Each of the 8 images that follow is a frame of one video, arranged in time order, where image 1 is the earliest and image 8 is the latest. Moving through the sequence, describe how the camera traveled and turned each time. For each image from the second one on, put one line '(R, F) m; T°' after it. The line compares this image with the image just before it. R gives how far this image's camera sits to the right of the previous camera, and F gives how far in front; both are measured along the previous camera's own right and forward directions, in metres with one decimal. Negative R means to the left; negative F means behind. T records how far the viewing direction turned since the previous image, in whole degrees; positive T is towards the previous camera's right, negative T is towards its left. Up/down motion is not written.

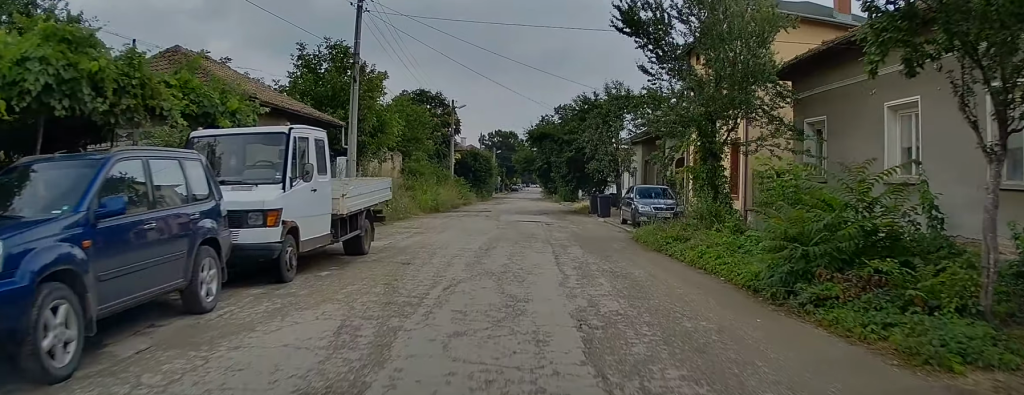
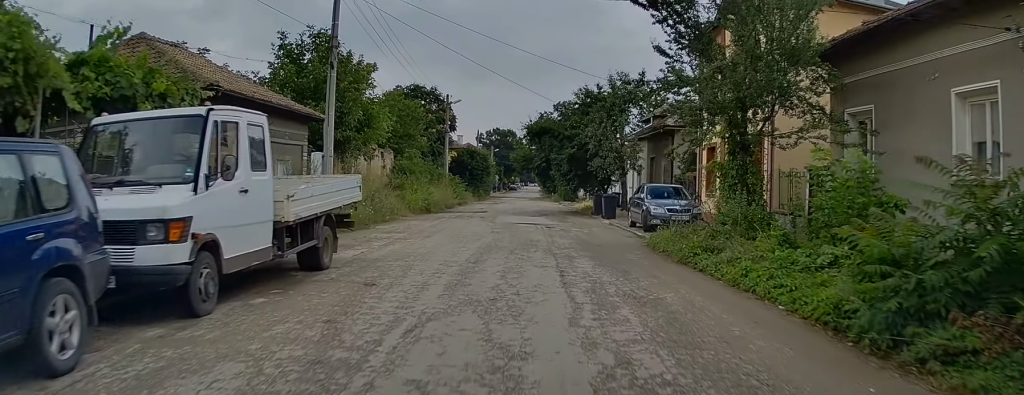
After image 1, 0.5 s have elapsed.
(0.0, +2.5) m; 0°
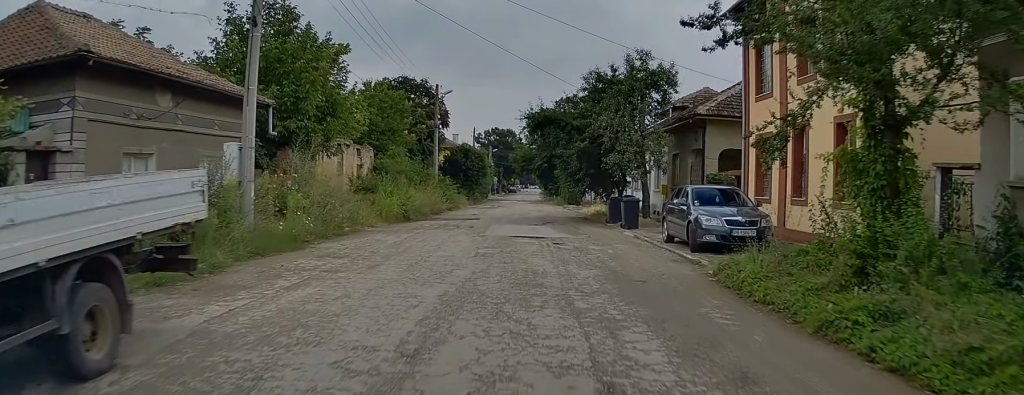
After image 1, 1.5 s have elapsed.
(+0.1, +5.9) m; -2°
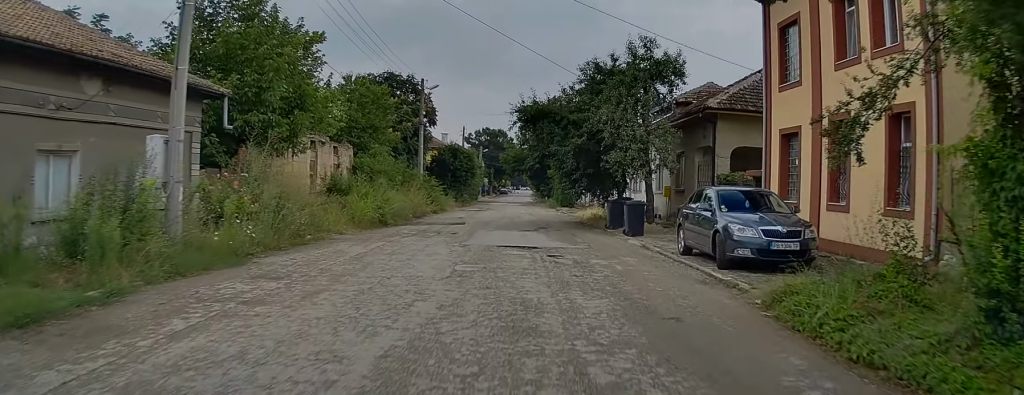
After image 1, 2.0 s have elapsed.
(-0.1, +2.6) m; -2°
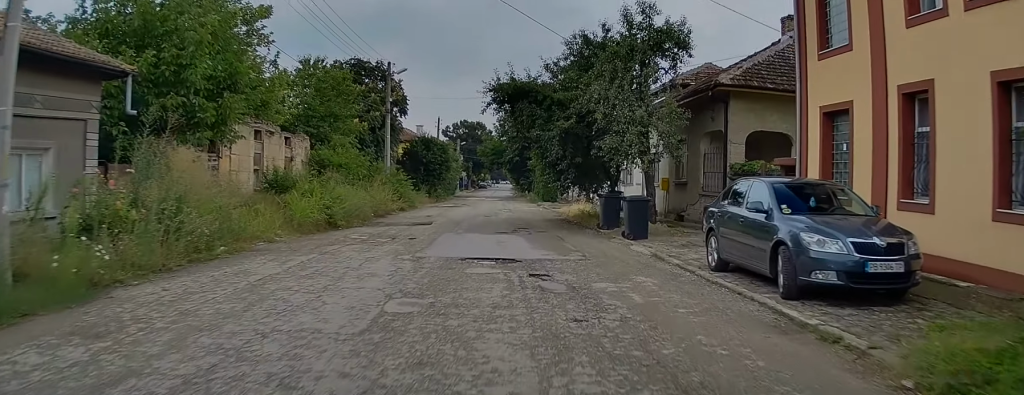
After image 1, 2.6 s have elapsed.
(-0.1, +3.8) m; -1°
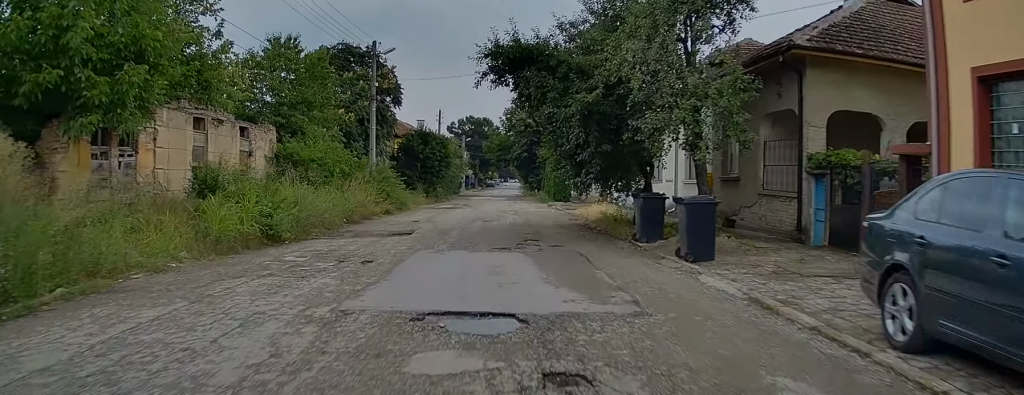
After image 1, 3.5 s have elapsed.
(0.0, +5.2) m; -1°
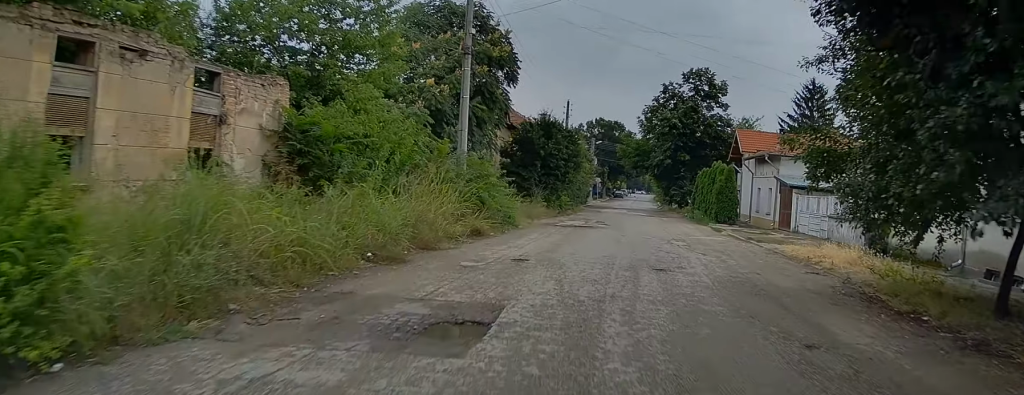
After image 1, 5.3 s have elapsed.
(-0.6, +11.6) m; -3°
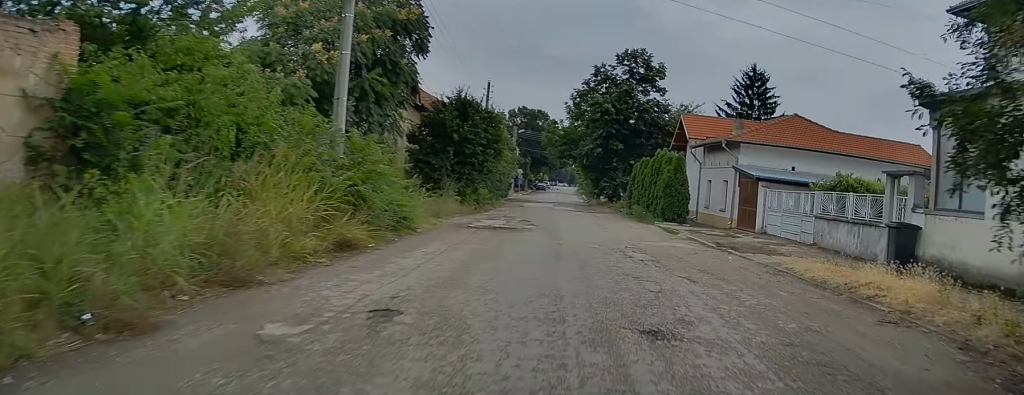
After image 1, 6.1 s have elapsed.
(+0.4, +5.6) m; 0°
